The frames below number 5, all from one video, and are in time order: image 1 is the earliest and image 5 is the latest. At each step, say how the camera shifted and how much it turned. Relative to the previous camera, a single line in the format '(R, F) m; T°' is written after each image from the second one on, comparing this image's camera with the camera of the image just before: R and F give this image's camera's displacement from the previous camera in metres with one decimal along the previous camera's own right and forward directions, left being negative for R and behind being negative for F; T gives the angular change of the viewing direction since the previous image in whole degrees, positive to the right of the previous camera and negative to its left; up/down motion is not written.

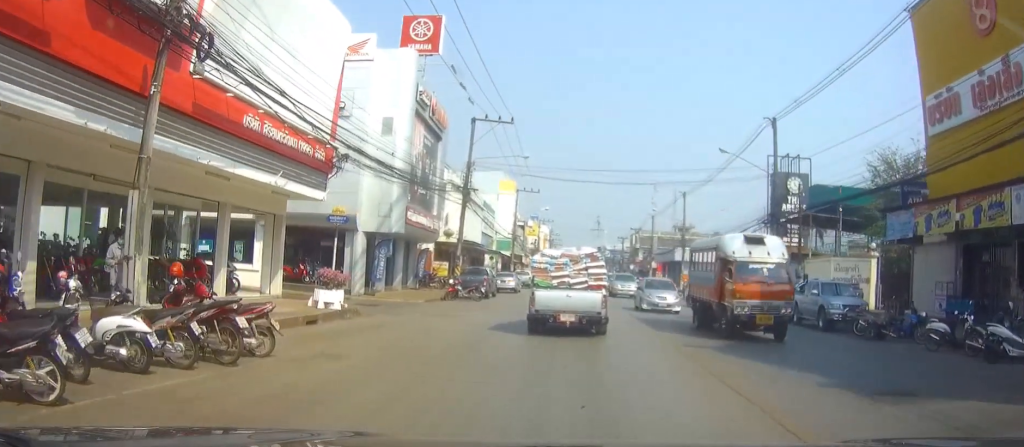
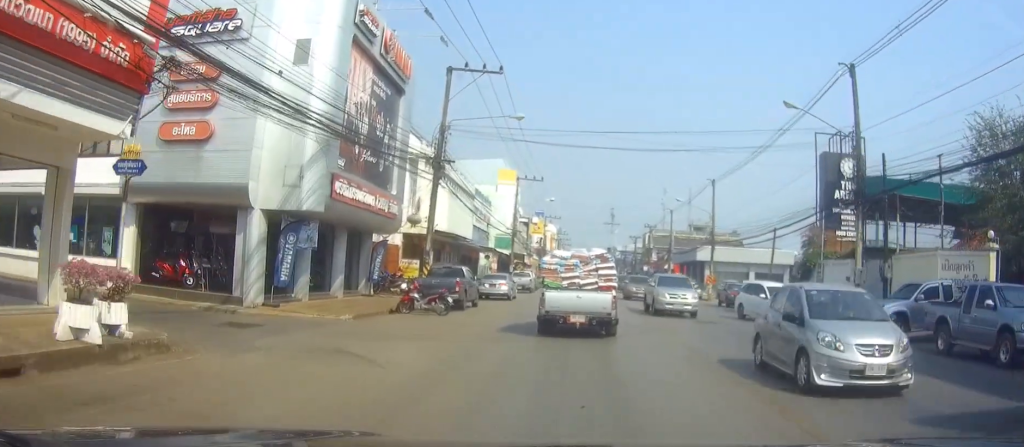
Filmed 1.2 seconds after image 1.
(+0.1, +11.1) m; 0°
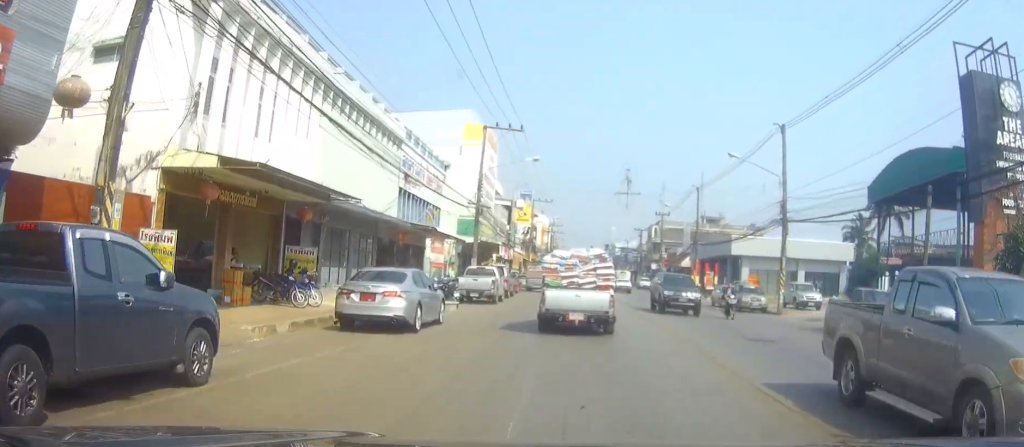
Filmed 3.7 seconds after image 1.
(-0.8, +22.3) m; -2°
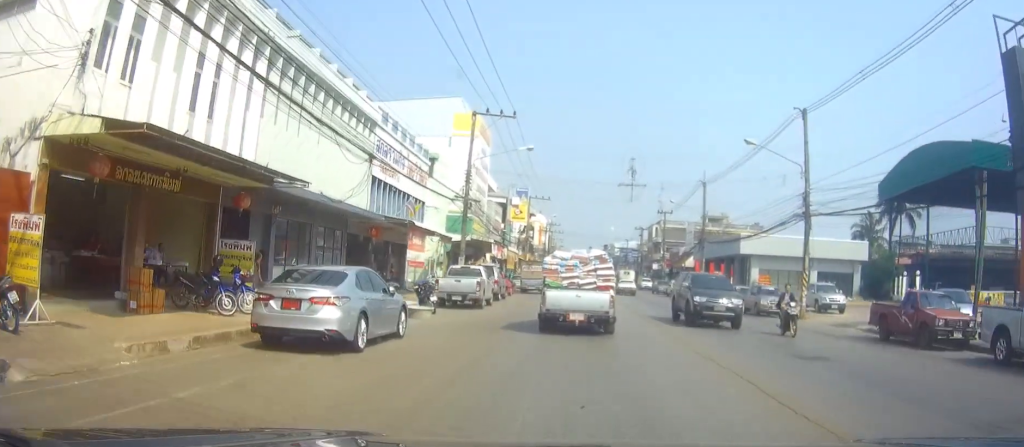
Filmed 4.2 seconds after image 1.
(0.0, +4.5) m; +1°
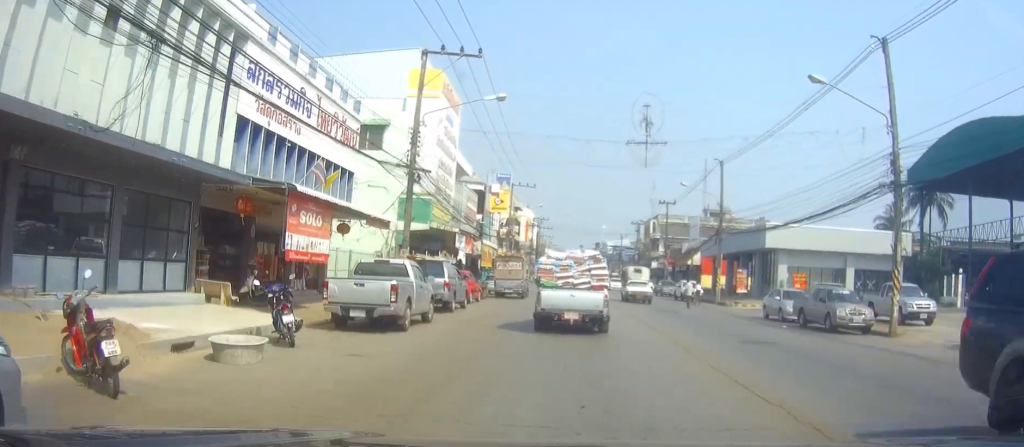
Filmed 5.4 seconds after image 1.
(+0.3, +11.5) m; +2°
